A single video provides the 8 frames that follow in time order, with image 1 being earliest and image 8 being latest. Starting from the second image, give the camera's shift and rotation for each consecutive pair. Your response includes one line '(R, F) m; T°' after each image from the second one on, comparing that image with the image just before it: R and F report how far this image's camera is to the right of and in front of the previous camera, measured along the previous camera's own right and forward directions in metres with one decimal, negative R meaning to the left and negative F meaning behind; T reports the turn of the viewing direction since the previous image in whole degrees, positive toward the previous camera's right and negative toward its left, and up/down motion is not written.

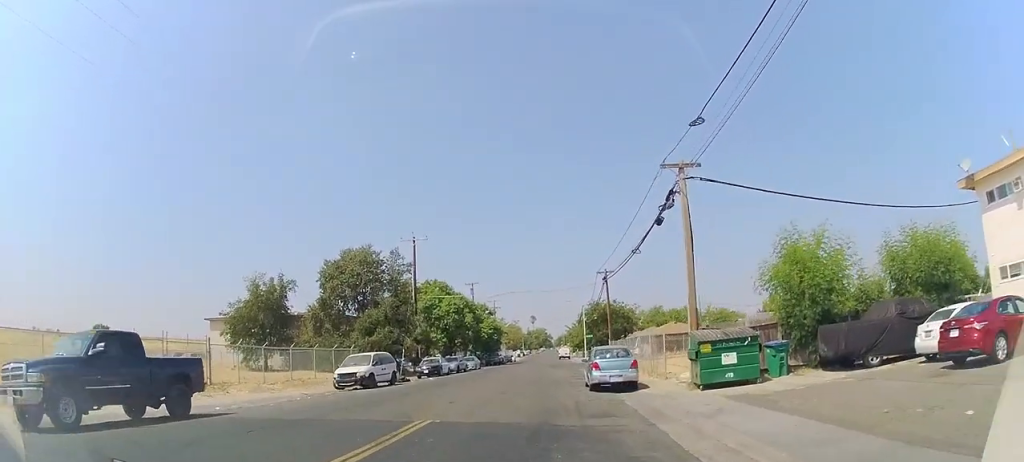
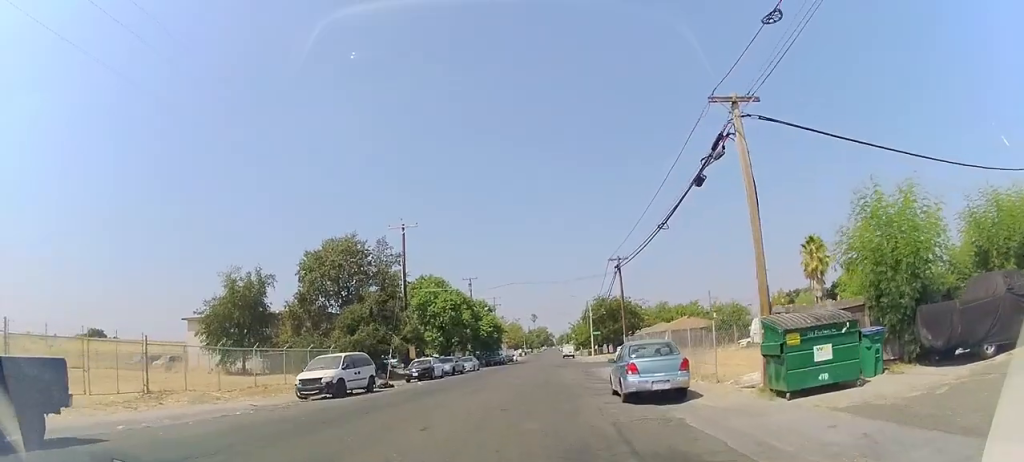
(+0.2, +4.8) m; +4°
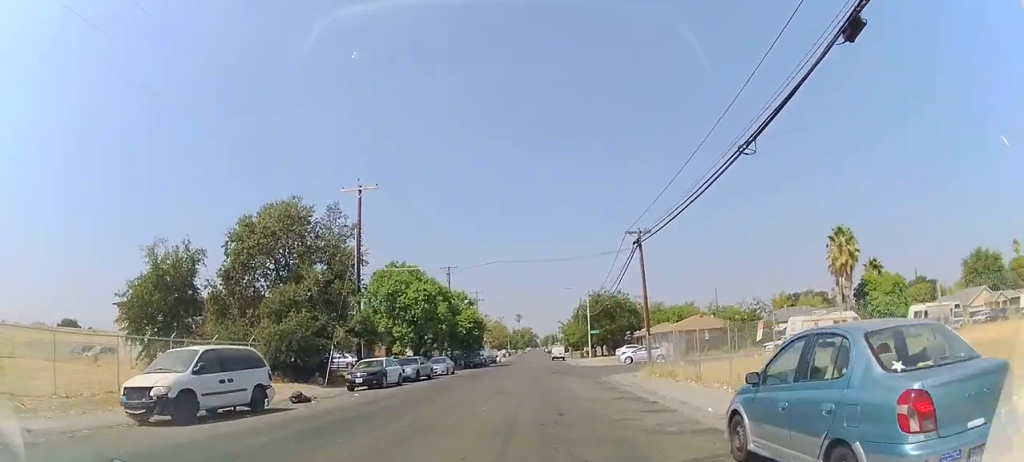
(0.0, +9.4) m; -3°
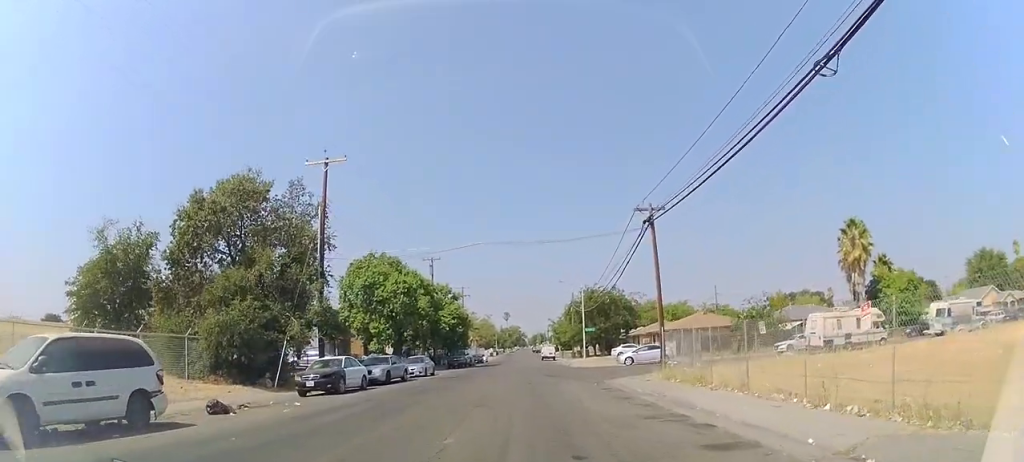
(-0.4, +4.6) m; 0°
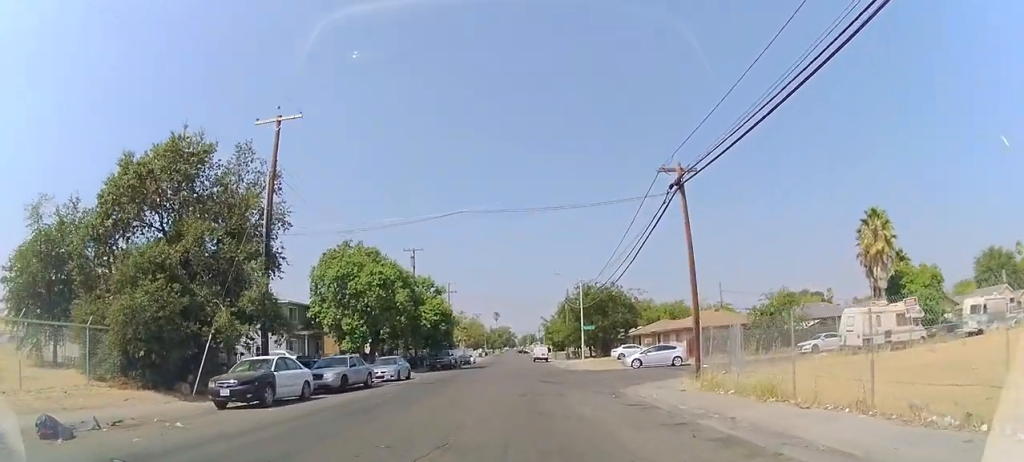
(+0.5, +5.5) m; +5°
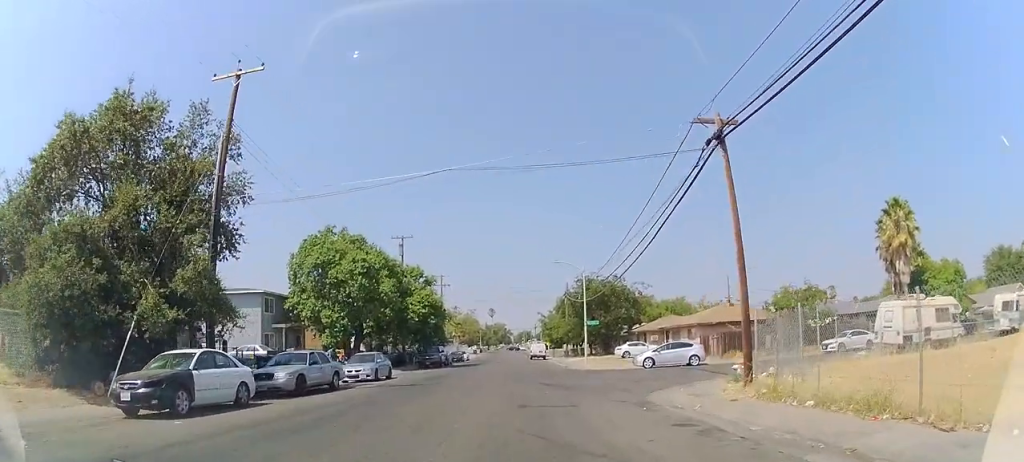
(0.0, +4.1) m; 0°
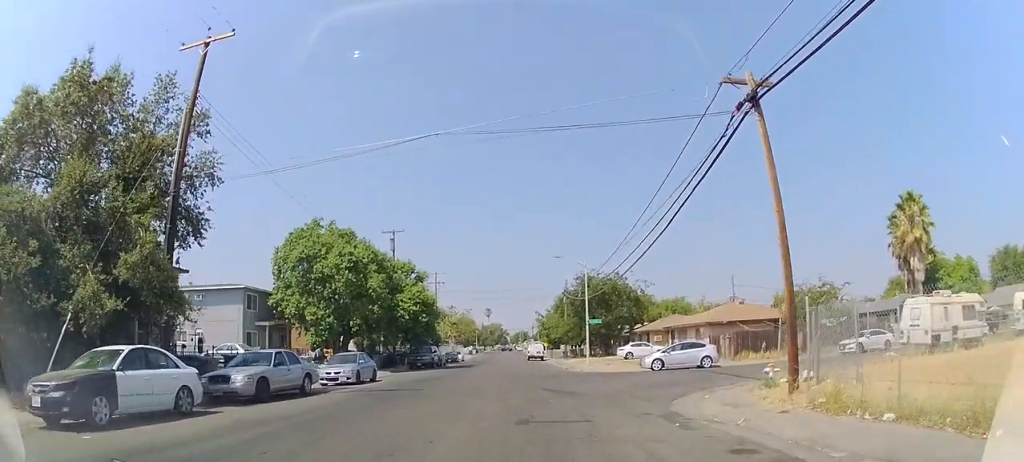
(0.0, +2.6) m; 0°
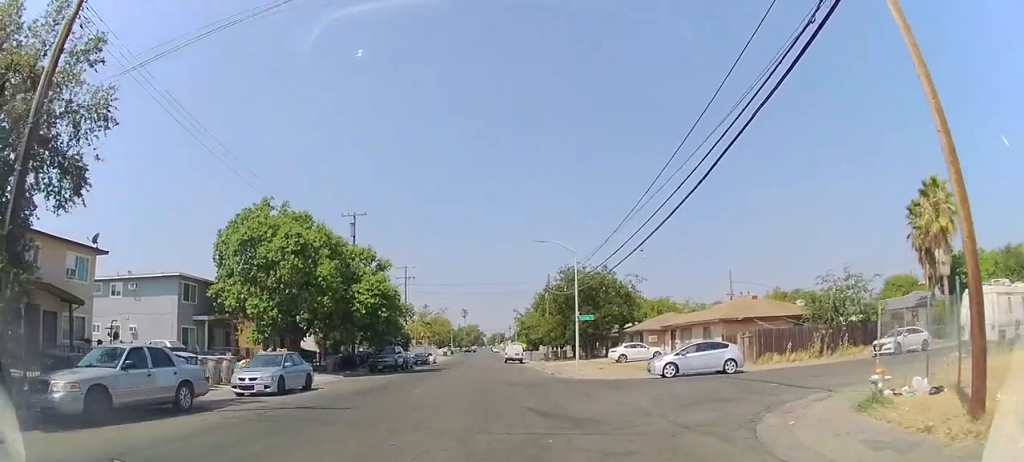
(+0.1, +6.4) m; +6°
